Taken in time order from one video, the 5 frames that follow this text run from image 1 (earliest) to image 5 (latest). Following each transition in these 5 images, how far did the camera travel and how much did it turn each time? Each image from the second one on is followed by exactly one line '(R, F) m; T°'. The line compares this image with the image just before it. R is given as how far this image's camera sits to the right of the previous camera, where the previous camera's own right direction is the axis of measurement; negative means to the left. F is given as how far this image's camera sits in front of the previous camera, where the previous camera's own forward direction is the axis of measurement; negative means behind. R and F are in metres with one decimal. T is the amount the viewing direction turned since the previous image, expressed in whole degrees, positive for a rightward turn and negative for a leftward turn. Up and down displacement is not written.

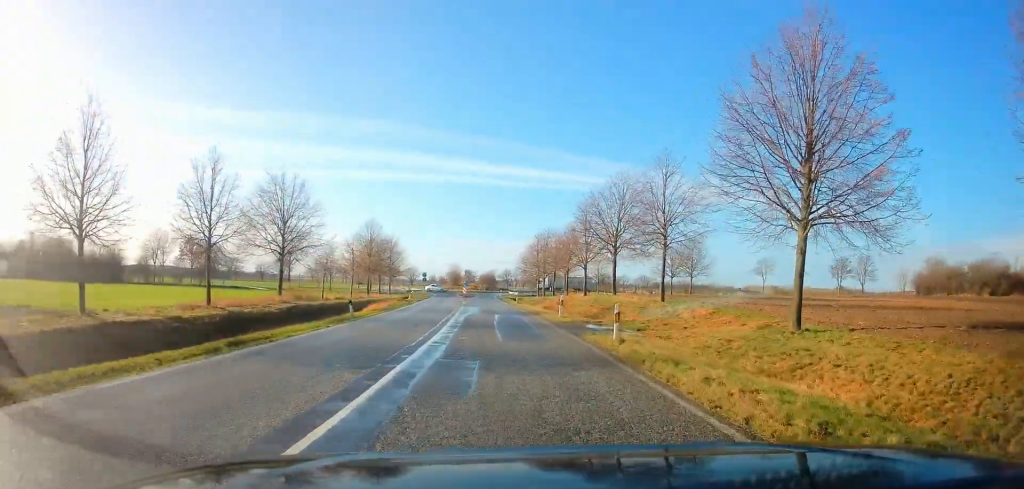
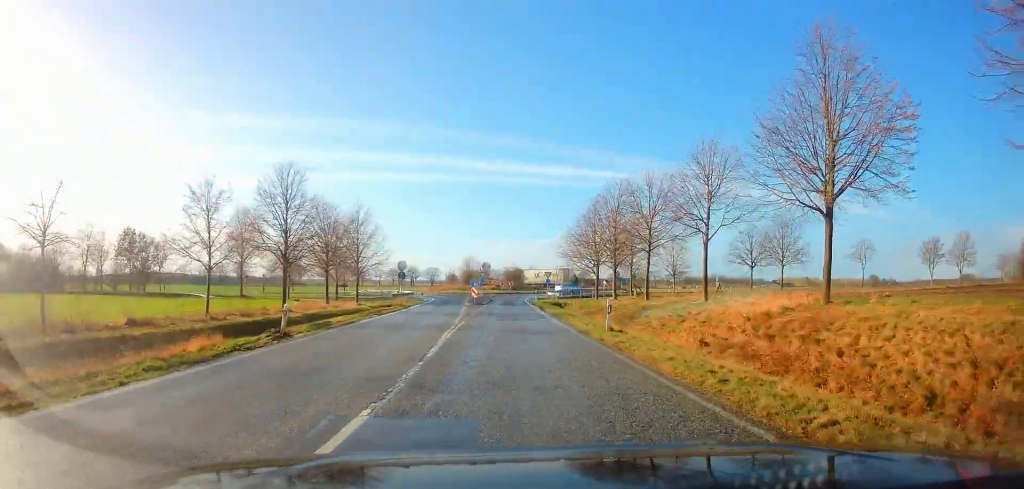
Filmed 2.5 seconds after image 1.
(-0.6, +32.5) m; -1°
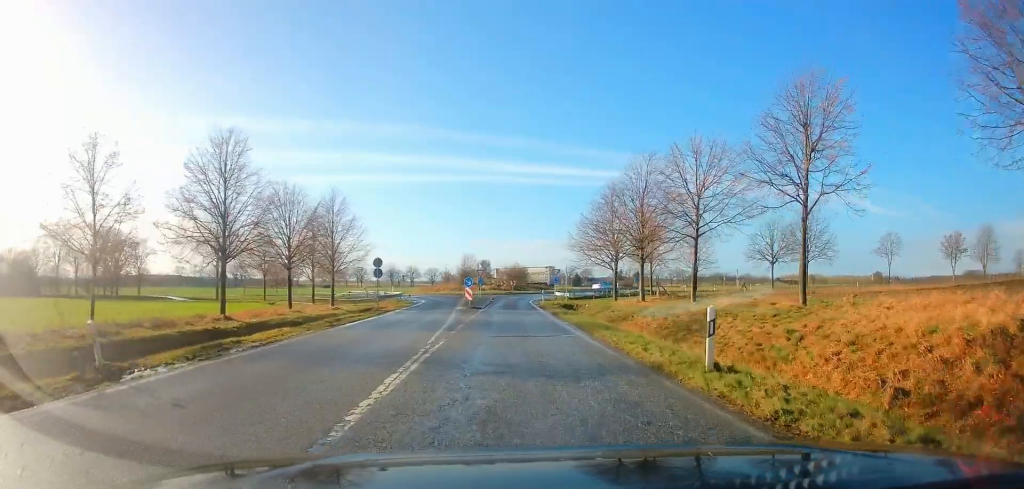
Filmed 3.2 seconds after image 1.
(0.0, +8.2) m; -1°
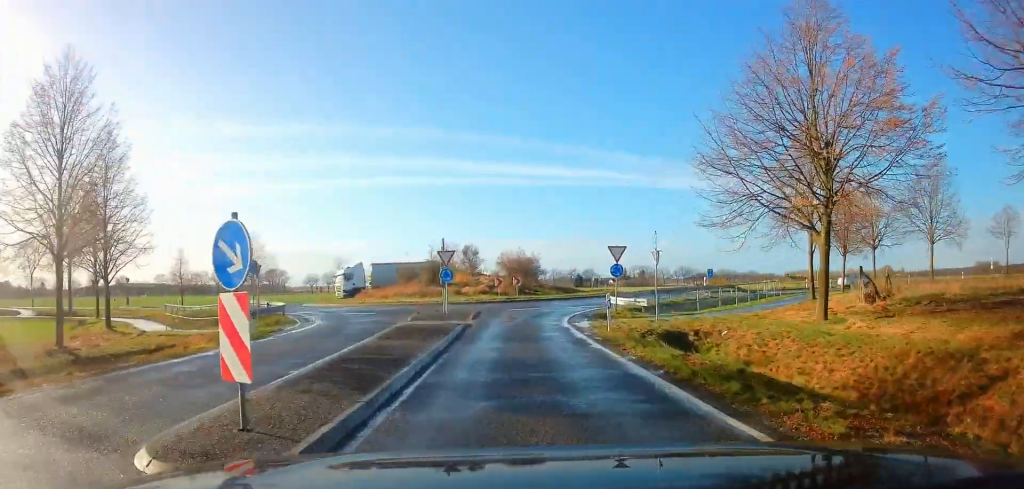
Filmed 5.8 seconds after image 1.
(-0.8, +30.7) m; +2°
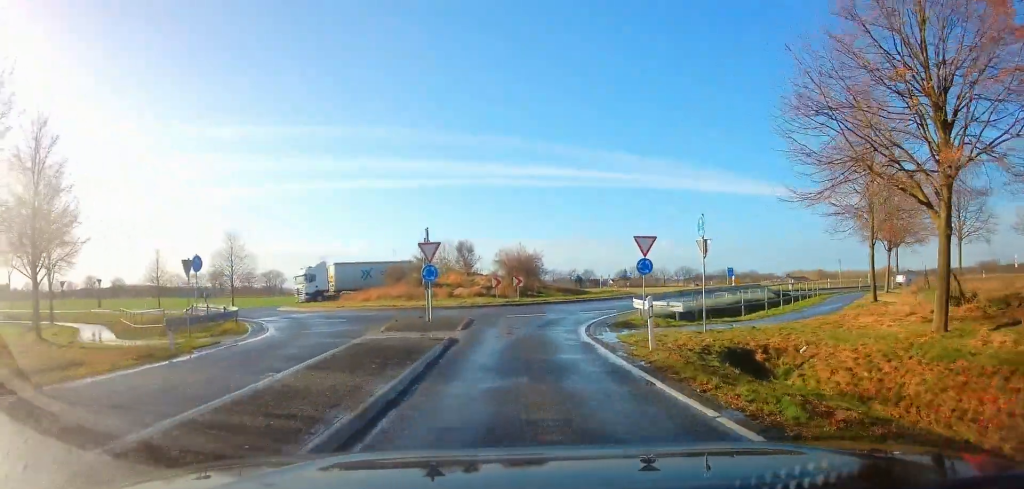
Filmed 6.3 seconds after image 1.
(+0.3, +5.0) m; +2°
